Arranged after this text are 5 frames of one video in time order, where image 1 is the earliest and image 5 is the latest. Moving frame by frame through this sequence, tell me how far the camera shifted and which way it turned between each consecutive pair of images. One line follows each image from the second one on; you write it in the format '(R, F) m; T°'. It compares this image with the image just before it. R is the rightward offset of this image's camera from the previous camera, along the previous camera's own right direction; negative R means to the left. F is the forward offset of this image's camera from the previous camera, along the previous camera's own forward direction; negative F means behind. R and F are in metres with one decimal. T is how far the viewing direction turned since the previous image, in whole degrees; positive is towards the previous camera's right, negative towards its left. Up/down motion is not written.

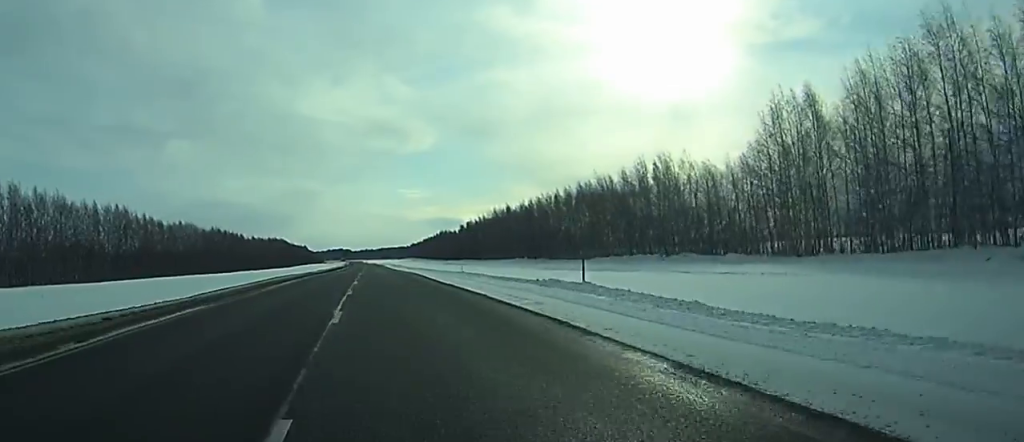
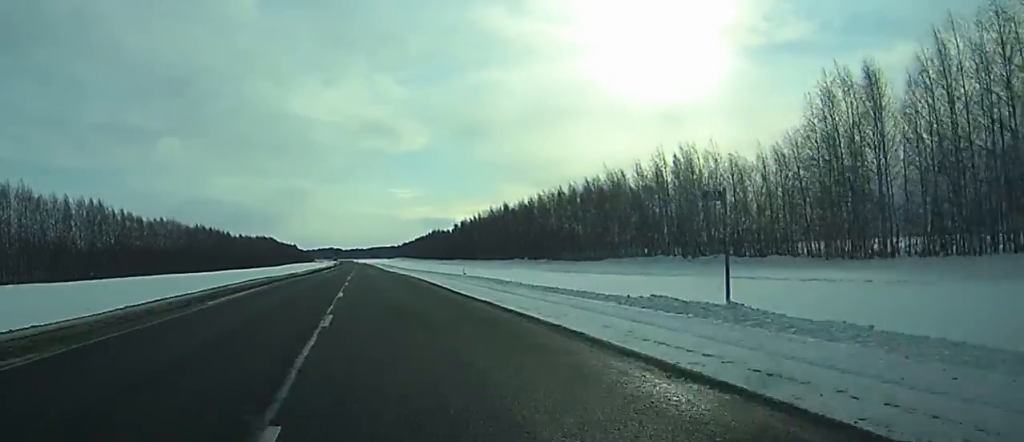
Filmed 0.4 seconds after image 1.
(0.0, +12.2) m; 0°
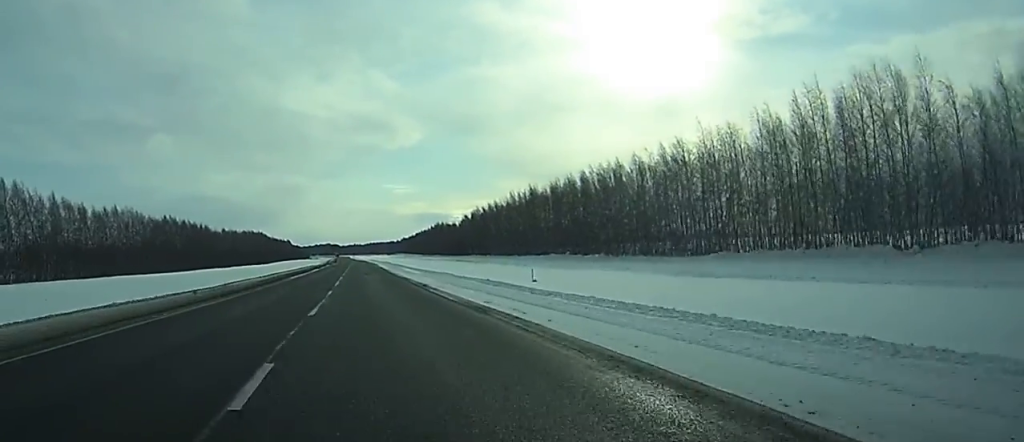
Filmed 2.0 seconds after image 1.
(+0.2, +43.8) m; 0°
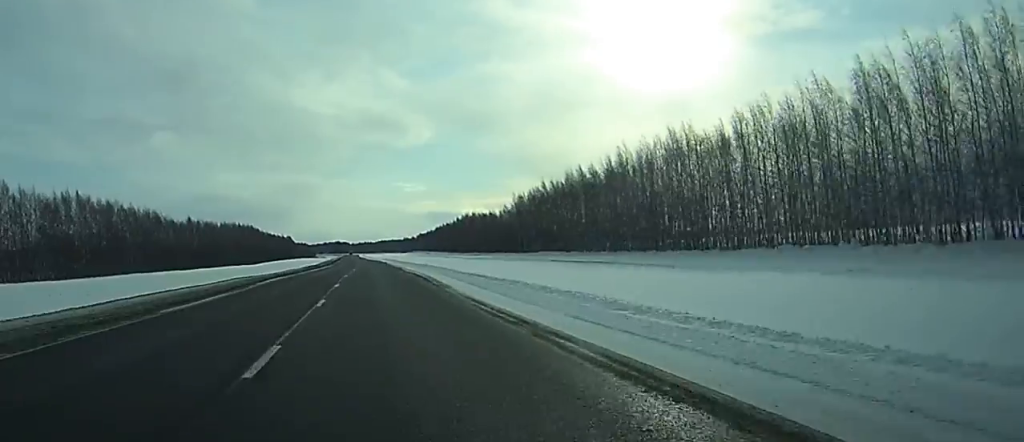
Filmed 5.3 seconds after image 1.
(-0.3, +93.9) m; 0°
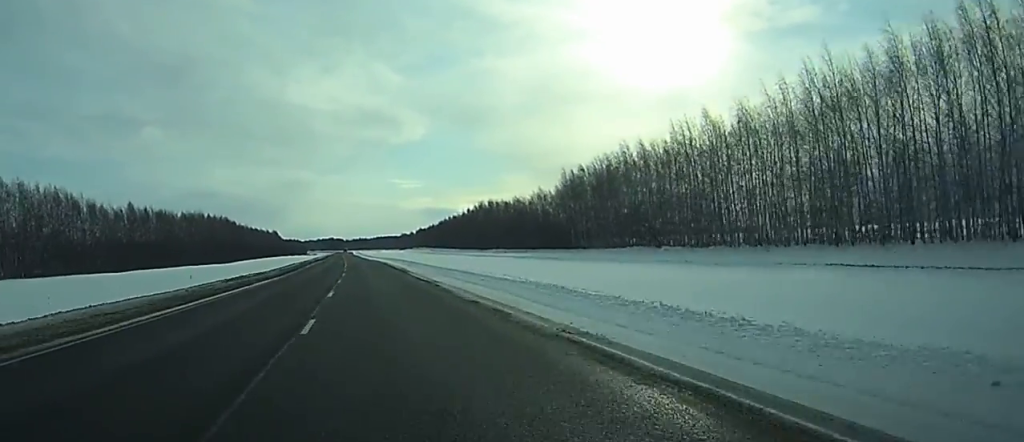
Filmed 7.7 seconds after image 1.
(-0.2, +67.0) m; -1°
